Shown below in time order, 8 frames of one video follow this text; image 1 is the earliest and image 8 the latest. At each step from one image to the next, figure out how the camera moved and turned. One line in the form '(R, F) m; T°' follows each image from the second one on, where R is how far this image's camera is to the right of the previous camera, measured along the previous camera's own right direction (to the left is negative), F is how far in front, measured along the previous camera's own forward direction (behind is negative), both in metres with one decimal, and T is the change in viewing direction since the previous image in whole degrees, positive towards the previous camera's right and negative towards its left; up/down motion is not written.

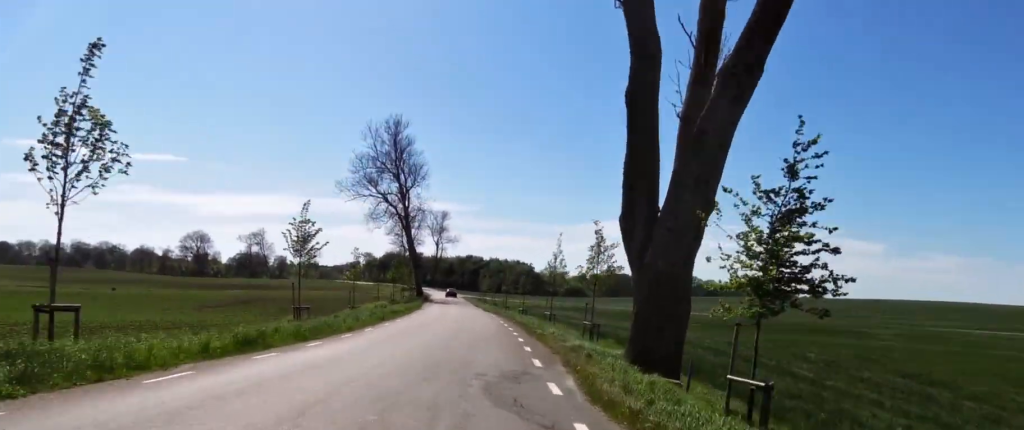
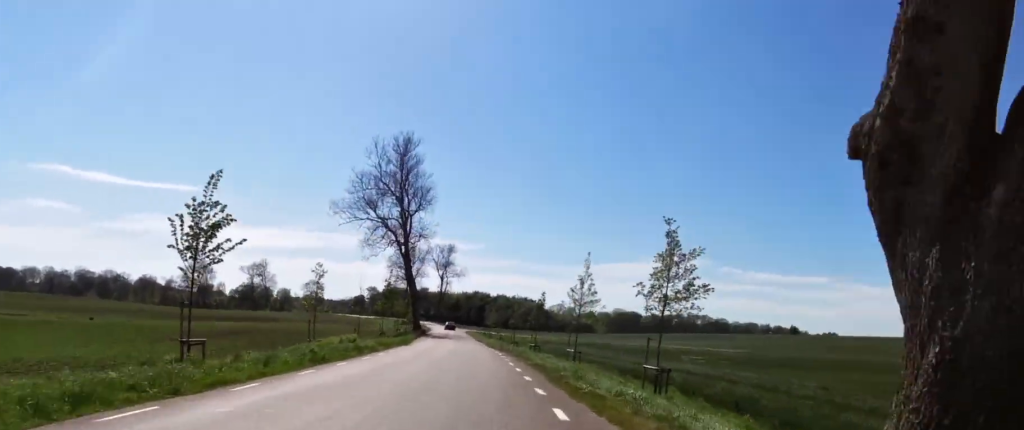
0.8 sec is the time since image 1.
(+0.1, +9.5) m; -3°
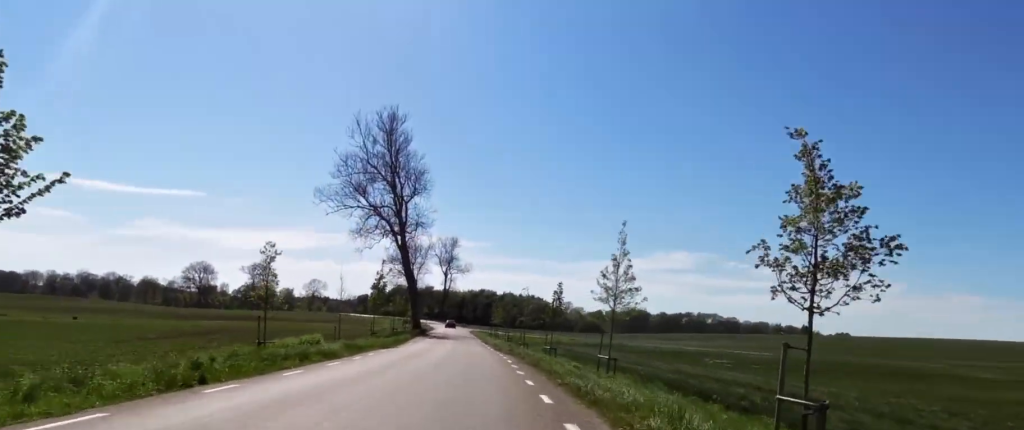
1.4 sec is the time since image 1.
(-0.5, +7.2) m; -5°
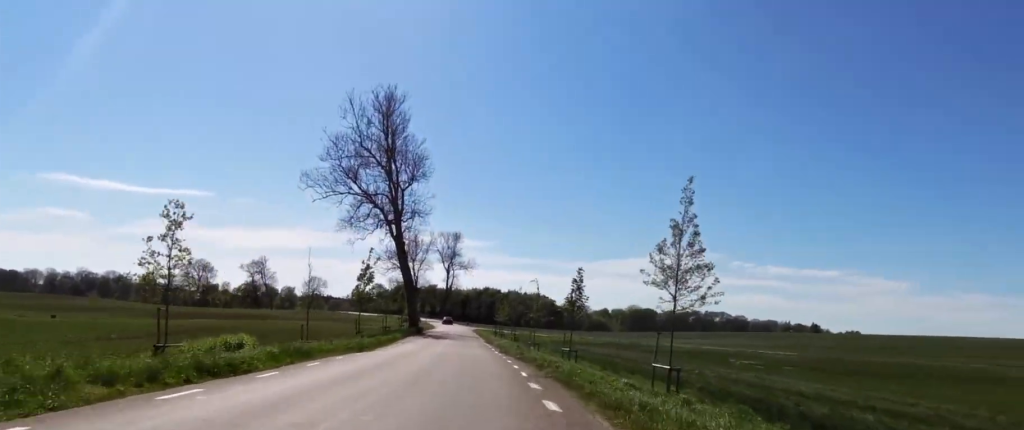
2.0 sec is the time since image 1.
(-0.1, +7.1) m; 0°
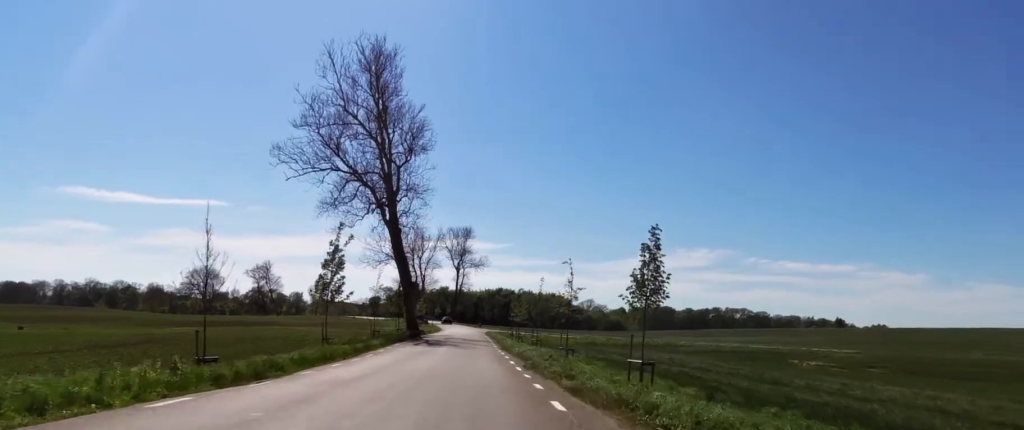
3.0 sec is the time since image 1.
(0.0, +11.8) m; 0°
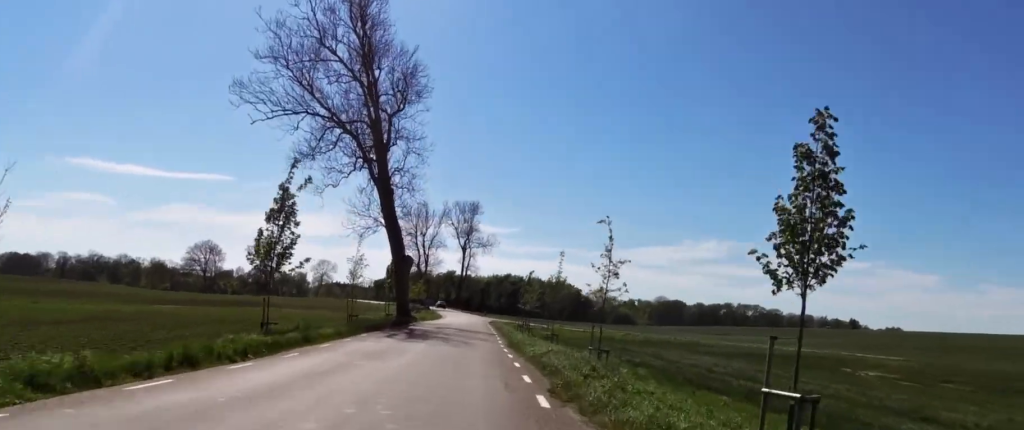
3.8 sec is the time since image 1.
(0.0, +8.9) m; -3°
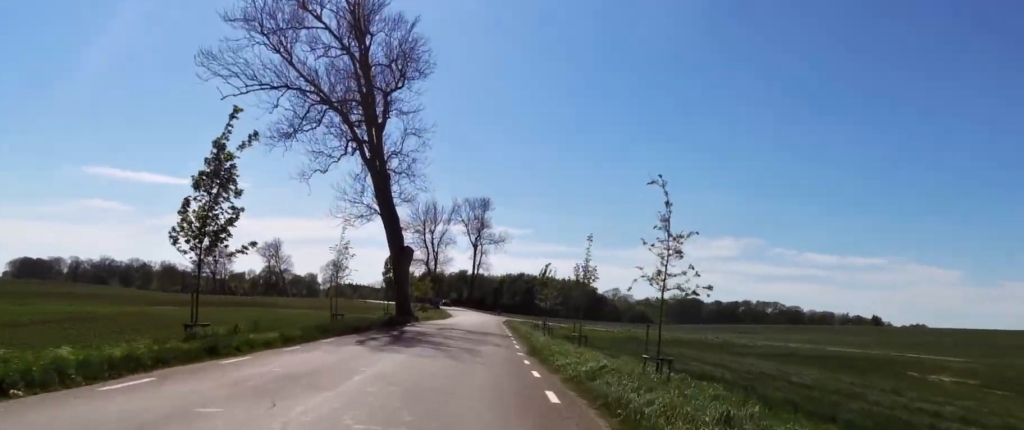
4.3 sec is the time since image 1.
(+0.2, +6.5) m; -5°
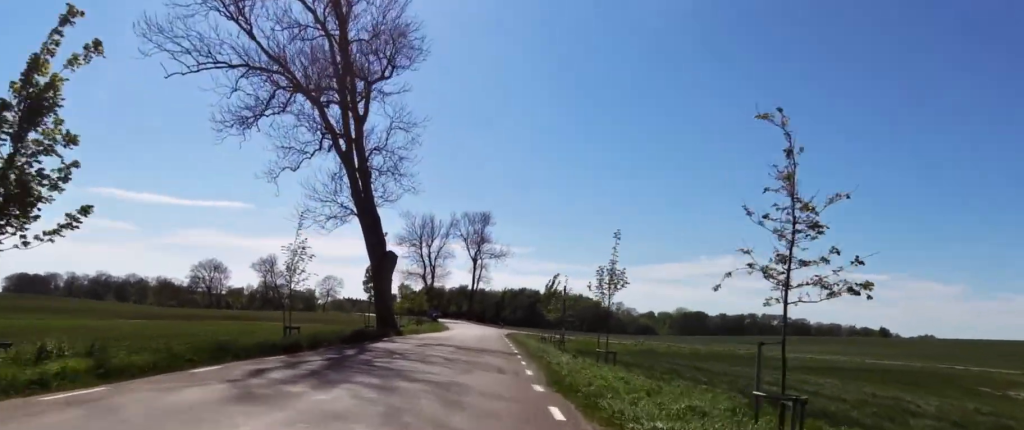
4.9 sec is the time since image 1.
(-0.6, +6.9) m; -1°
